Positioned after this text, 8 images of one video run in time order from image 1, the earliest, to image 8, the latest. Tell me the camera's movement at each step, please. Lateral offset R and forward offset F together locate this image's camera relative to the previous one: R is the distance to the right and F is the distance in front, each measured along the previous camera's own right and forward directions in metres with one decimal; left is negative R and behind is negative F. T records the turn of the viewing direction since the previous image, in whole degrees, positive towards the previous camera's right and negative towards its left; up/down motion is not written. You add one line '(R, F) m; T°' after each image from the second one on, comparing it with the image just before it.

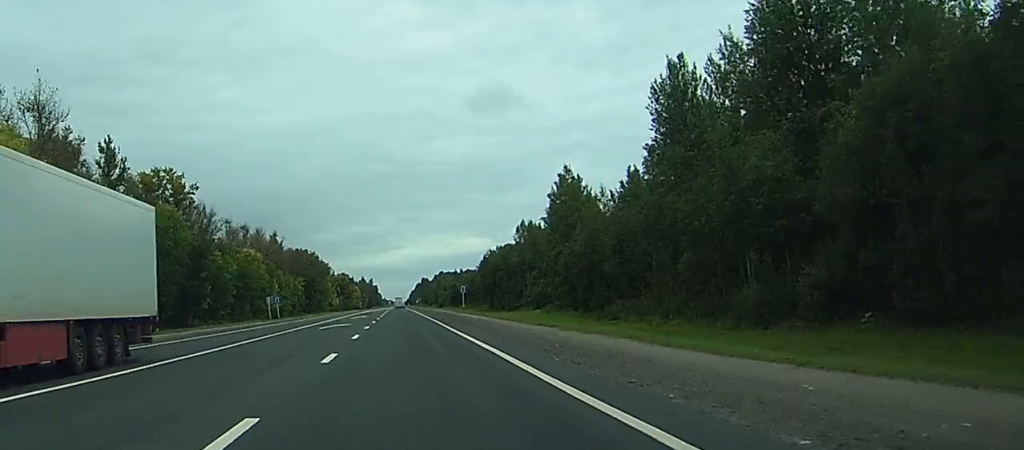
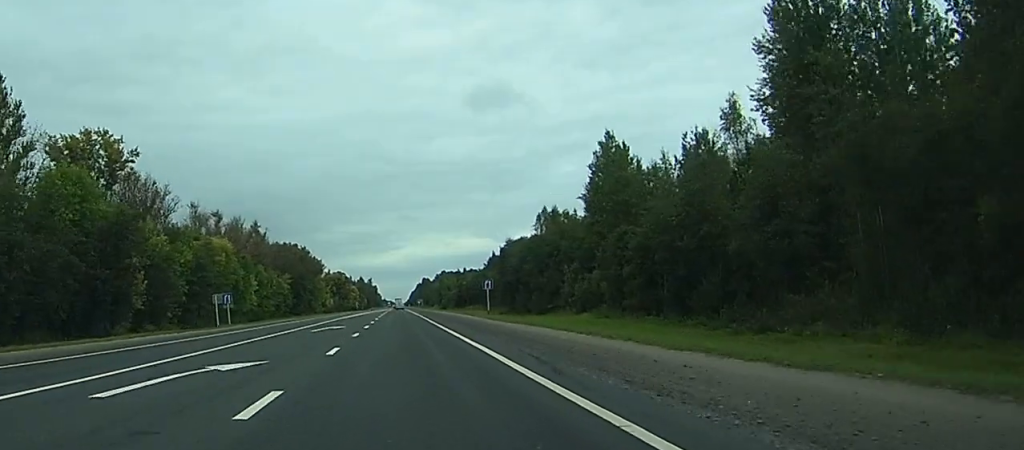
(0.0, +33.1) m; 0°
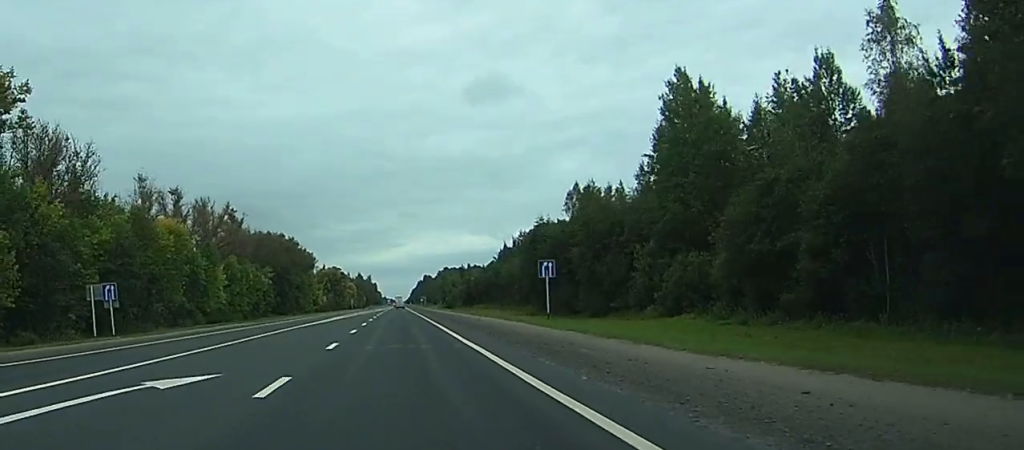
(+0.2, +33.9) m; 0°
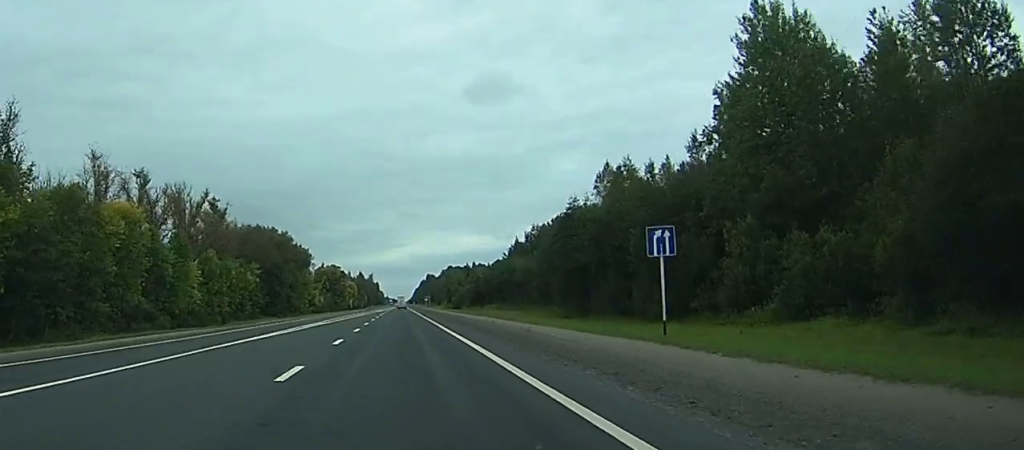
(0.0, +21.6) m; 0°
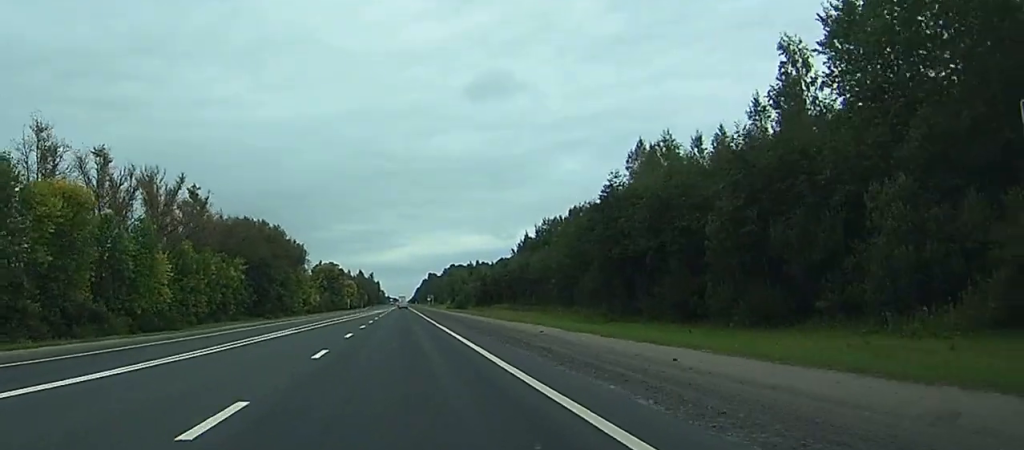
(0.0, +18.1) m; 0°
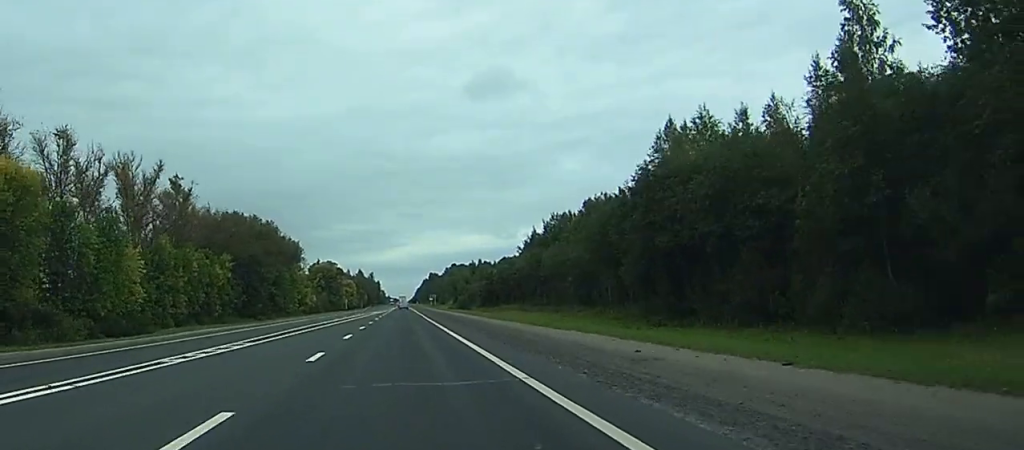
(0.0, +12.9) m; 0°
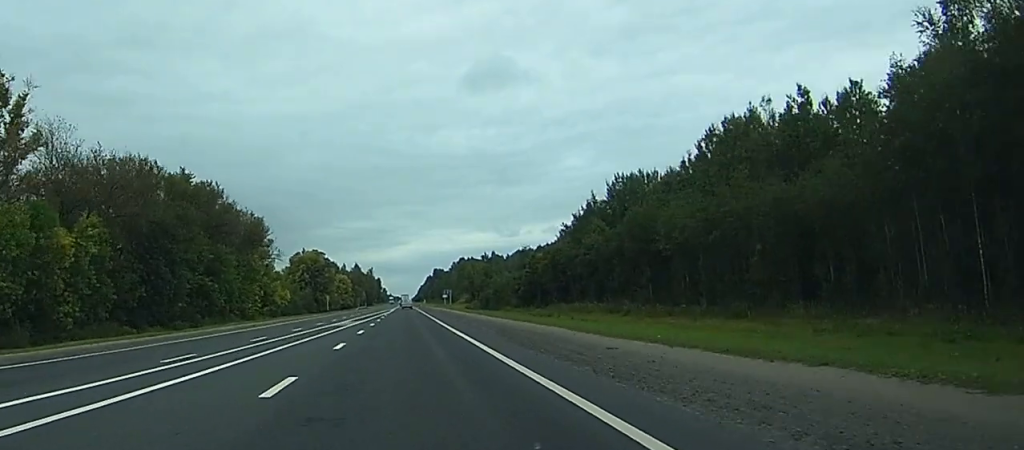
(-0.1, +67.0) m; 0°
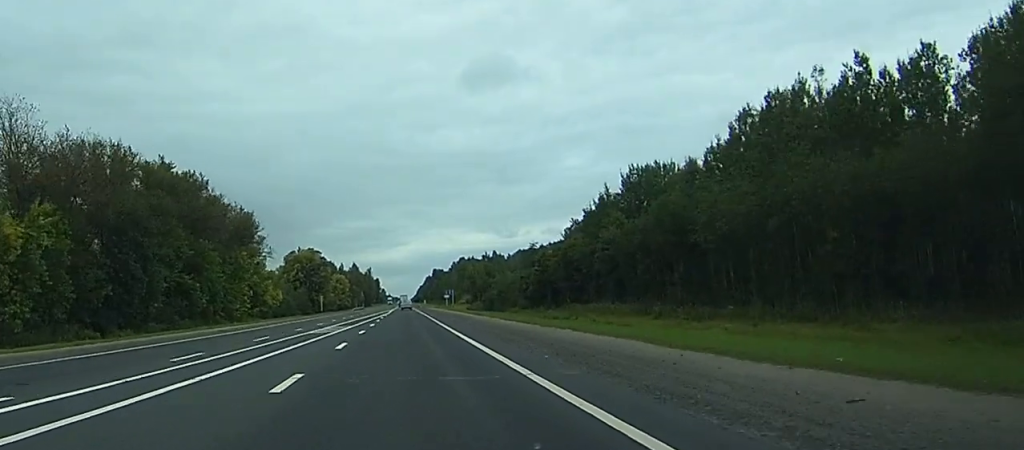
(0.0, +11.2) m; 0°
